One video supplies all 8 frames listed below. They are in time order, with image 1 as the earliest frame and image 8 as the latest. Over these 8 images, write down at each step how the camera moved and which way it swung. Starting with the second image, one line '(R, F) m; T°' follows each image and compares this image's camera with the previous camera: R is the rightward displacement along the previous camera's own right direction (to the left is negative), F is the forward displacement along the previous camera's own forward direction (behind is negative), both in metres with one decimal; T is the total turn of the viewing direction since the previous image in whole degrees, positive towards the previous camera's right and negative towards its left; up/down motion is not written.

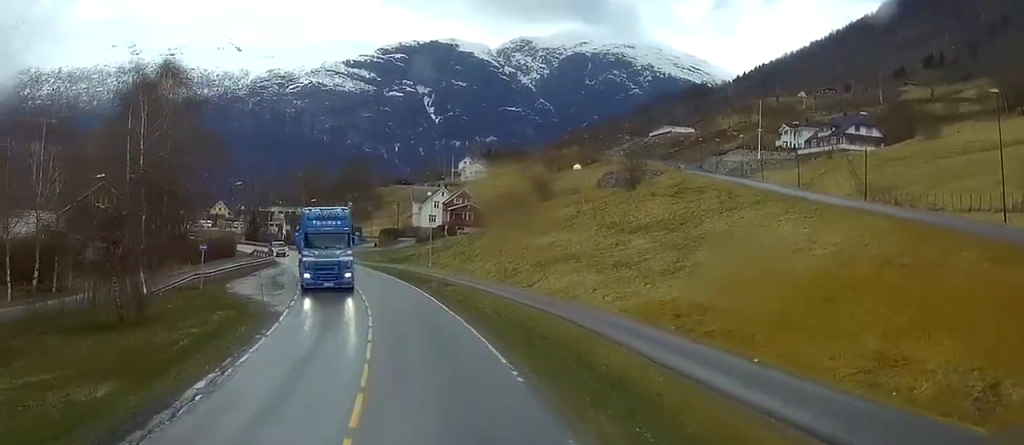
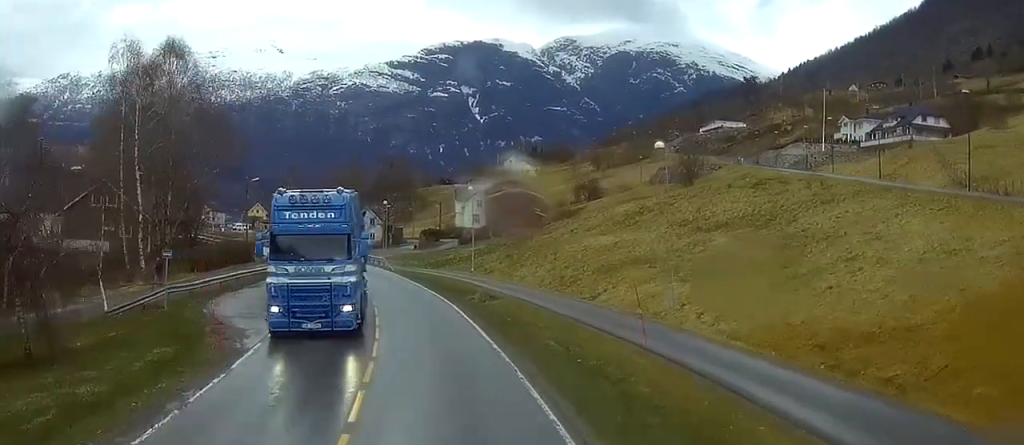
(-0.1, +11.4) m; -1°
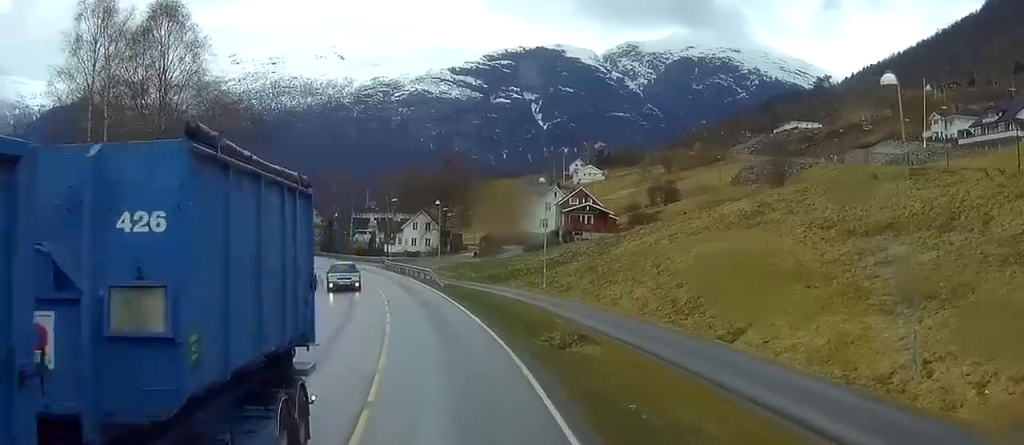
(-0.3, +17.0) m; -2°
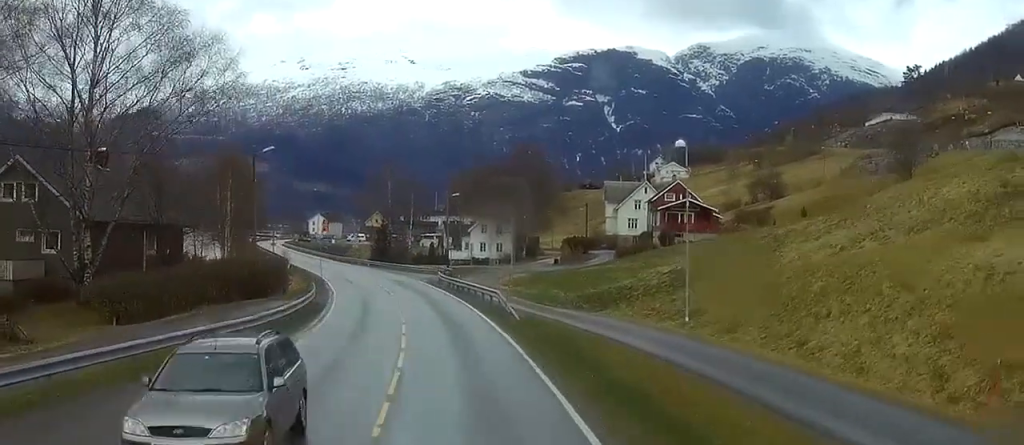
(-0.5, +22.5) m; -2°
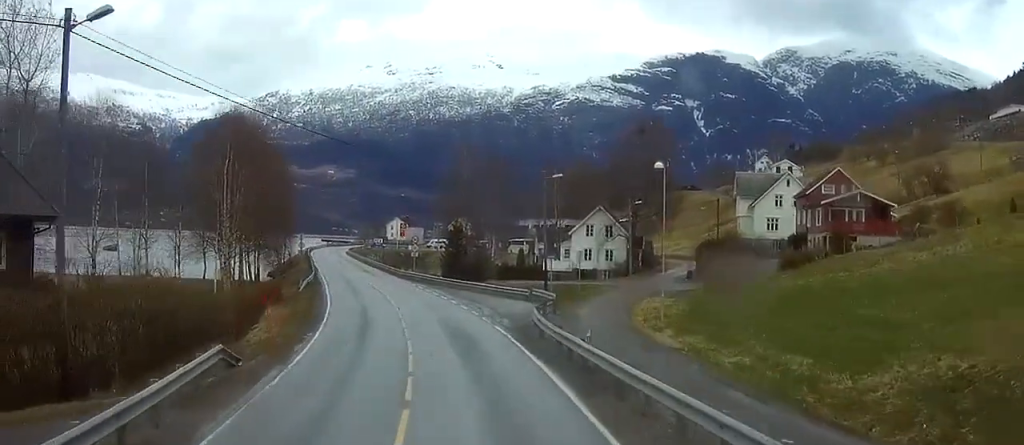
(-1.4, +30.8) m; -6°
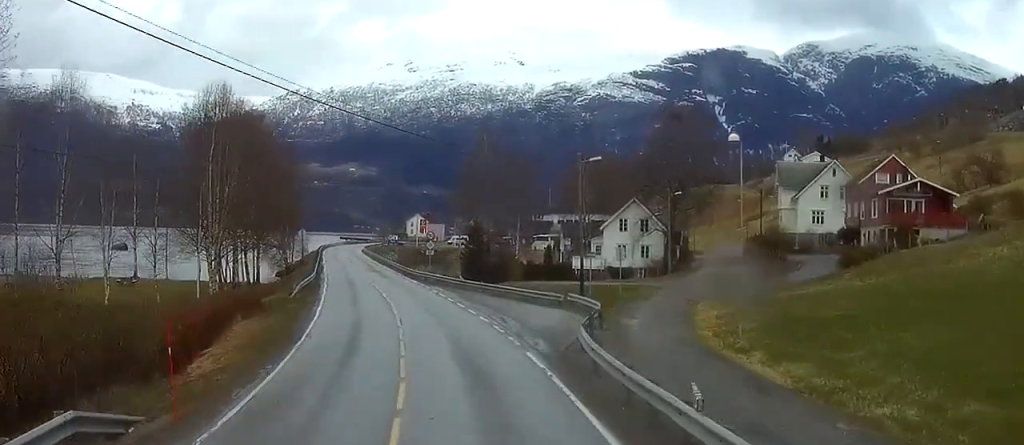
(-0.2, +9.1) m; -2°
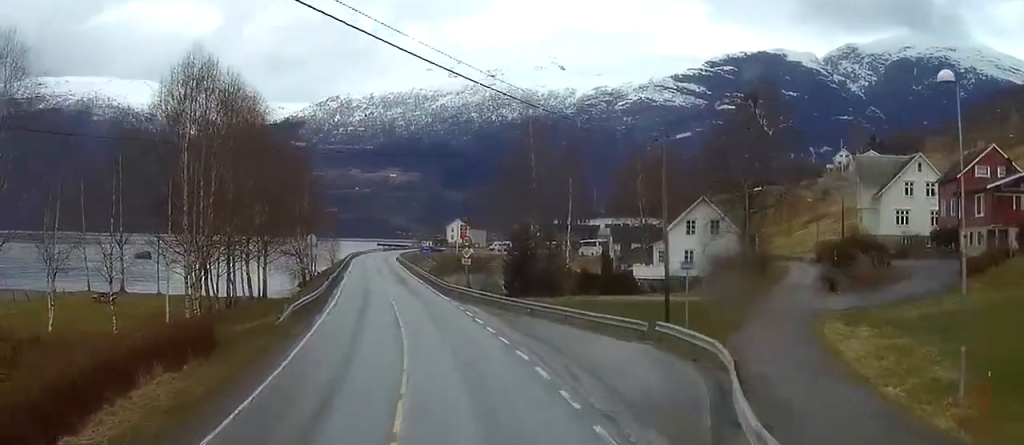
(-0.1, +12.8) m; -2°
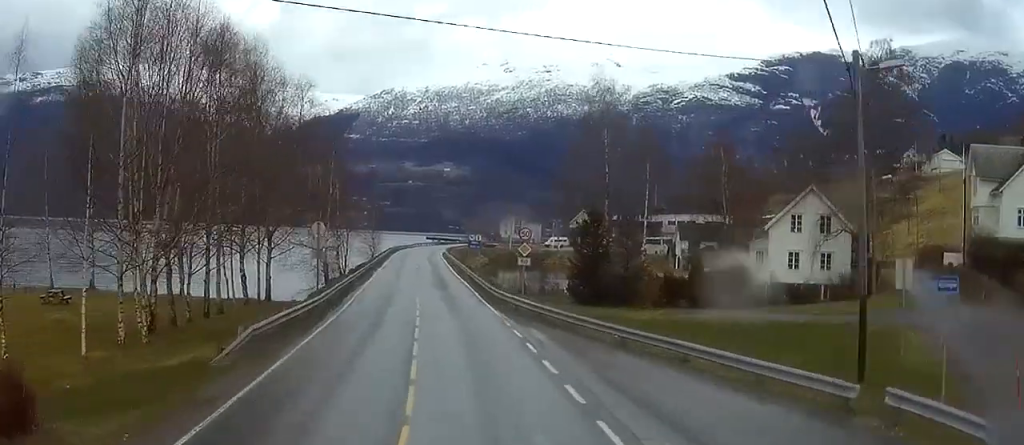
(-0.4, +15.0) m; -3°
